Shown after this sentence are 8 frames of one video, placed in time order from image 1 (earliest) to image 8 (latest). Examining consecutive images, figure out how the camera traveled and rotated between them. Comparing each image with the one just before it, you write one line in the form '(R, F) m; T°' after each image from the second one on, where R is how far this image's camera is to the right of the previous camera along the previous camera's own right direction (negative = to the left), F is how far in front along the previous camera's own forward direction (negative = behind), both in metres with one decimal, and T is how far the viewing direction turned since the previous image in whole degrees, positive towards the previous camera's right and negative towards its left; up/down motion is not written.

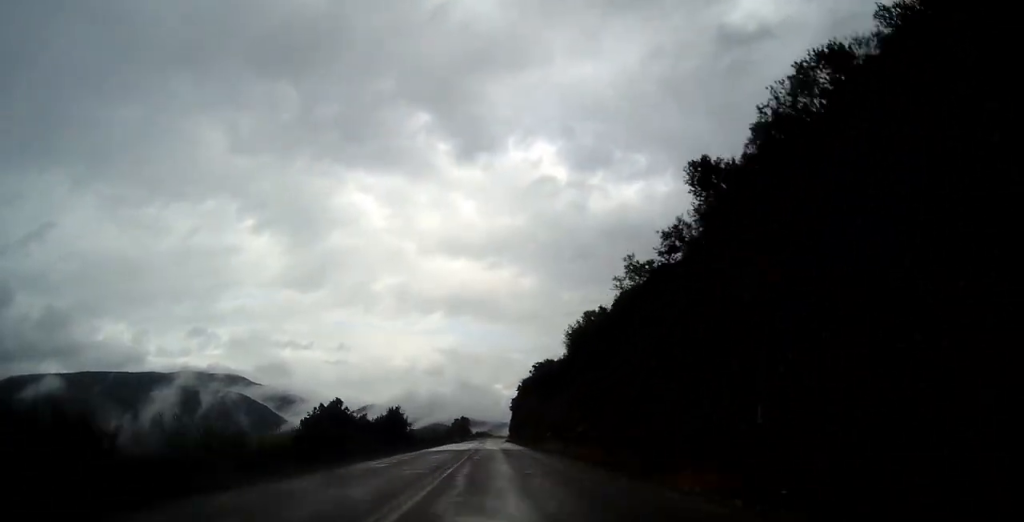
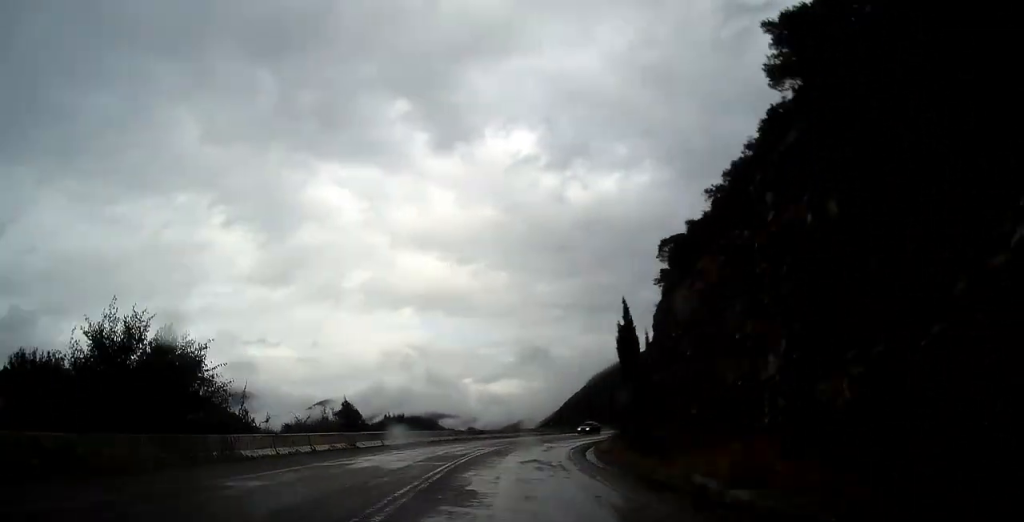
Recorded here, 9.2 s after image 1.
(+13.5, +176.9) m; +17°
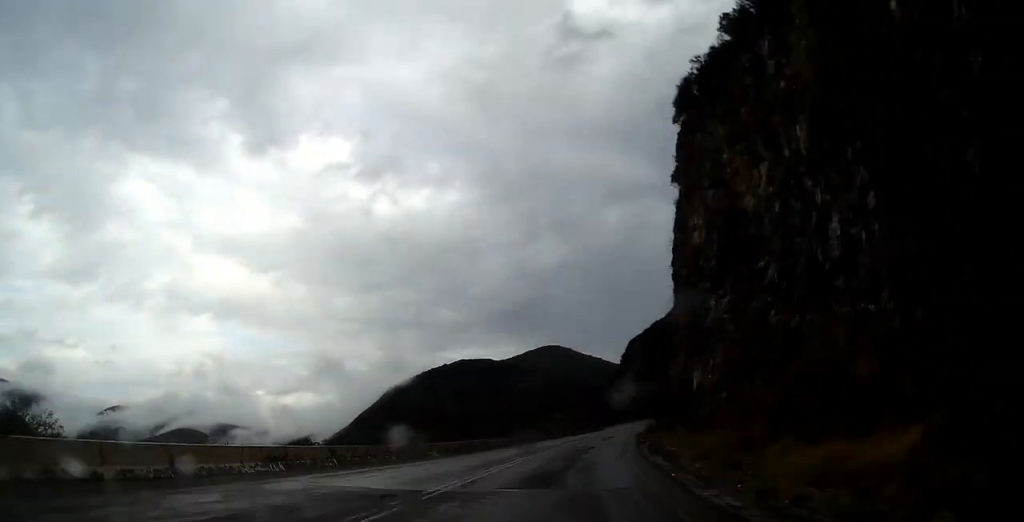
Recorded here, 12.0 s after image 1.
(+0.4, +54.6) m; +11°
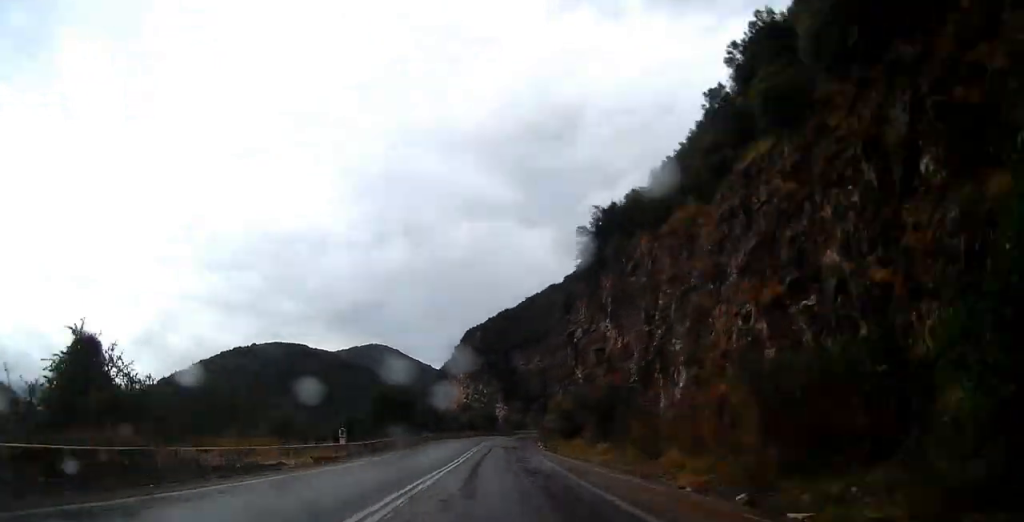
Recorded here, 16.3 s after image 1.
(+15.1, +81.4) m; +13°
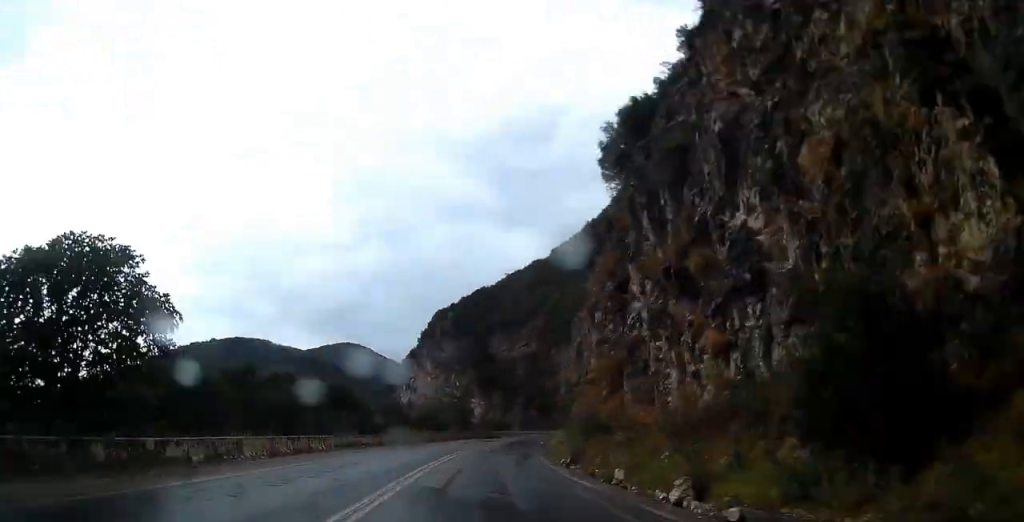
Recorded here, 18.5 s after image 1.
(+2.6, +40.8) m; -1°
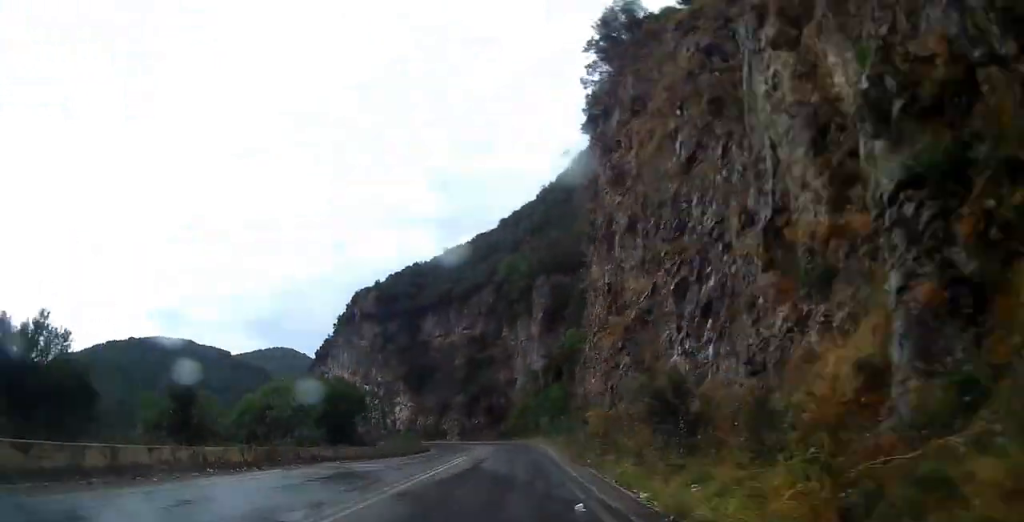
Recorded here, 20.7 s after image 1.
(+4.8, +40.3) m; -4°
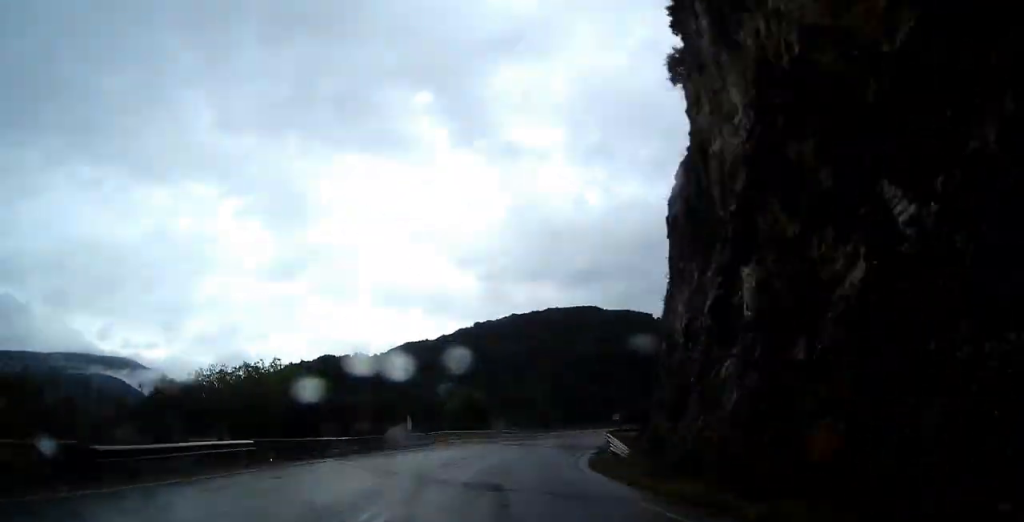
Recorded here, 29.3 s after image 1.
(-33.3, +152.4) m; -9°
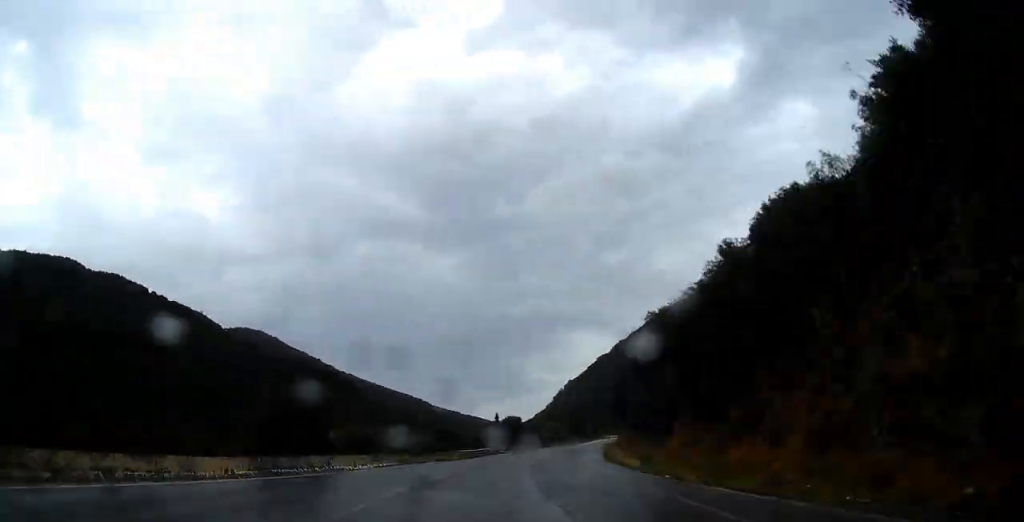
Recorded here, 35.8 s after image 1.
(+23.6, +108.6) m; +27°
